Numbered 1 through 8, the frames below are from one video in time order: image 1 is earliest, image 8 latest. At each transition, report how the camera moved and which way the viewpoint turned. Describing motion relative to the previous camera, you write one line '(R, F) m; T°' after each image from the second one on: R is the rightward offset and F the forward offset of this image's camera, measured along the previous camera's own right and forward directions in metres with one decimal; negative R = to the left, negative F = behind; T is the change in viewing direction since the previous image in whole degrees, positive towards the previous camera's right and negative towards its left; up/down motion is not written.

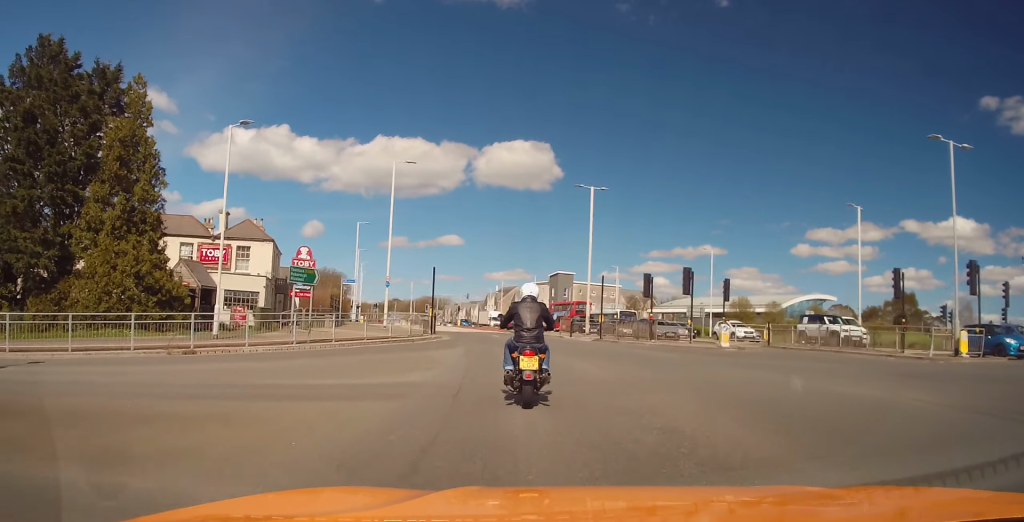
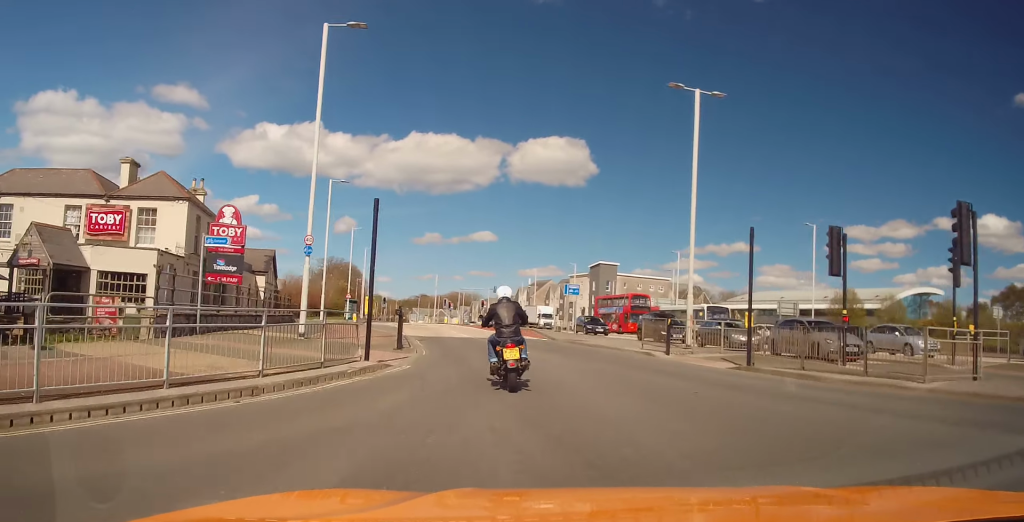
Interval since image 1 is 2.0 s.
(-0.7, +19.4) m; -4°
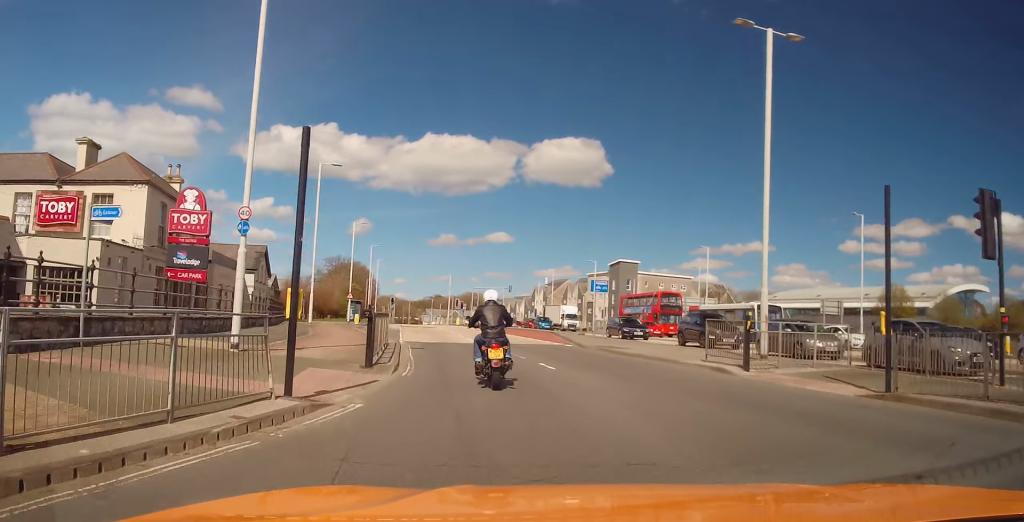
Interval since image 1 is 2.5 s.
(0.0, +5.8) m; -2°
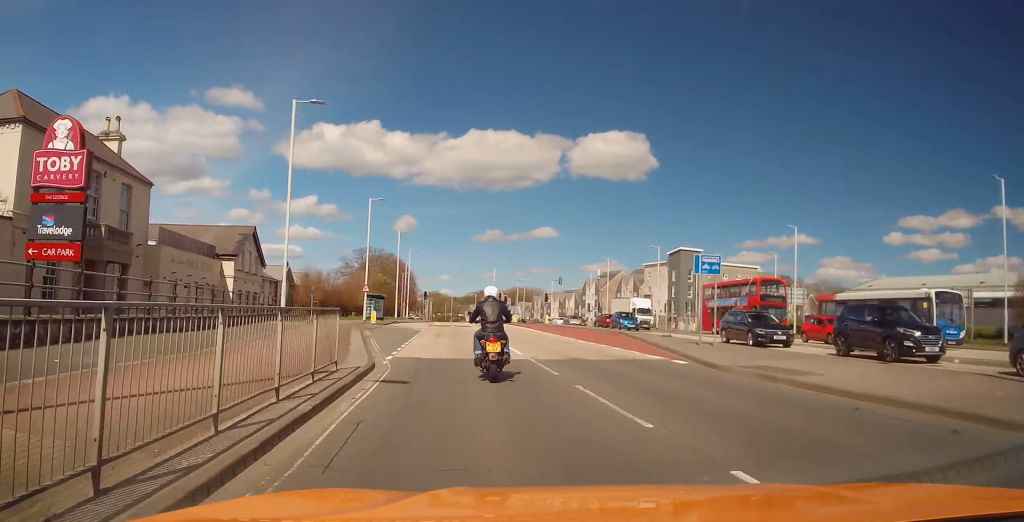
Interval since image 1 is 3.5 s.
(-0.5, +11.7) m; -4°
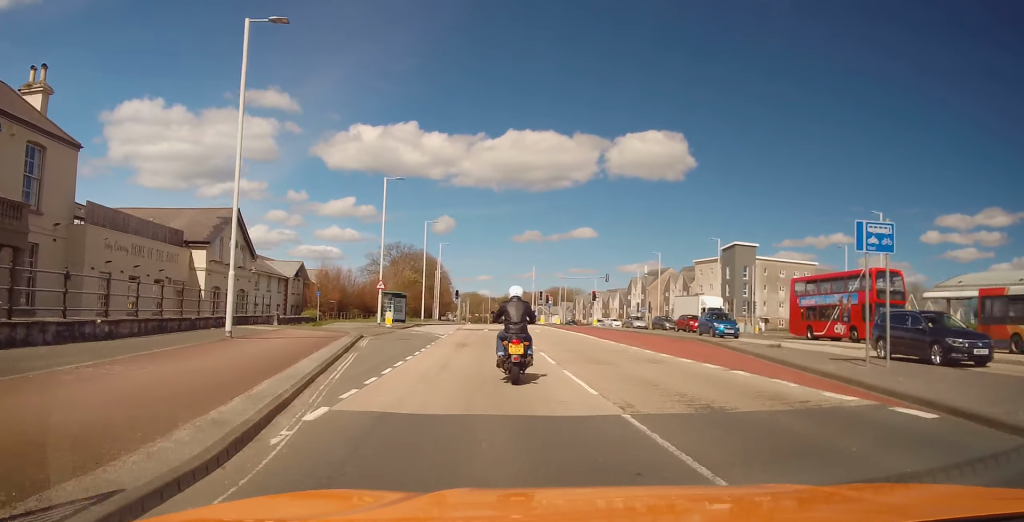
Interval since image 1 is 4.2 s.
(-0.2, +8.7) m; -3°
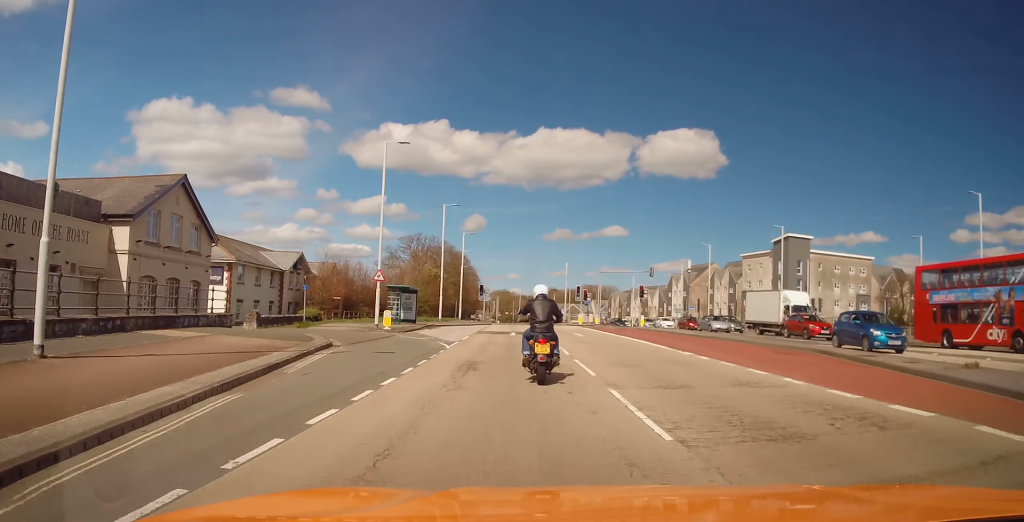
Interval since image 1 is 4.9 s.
(-0.2, +9.2) m; -1°
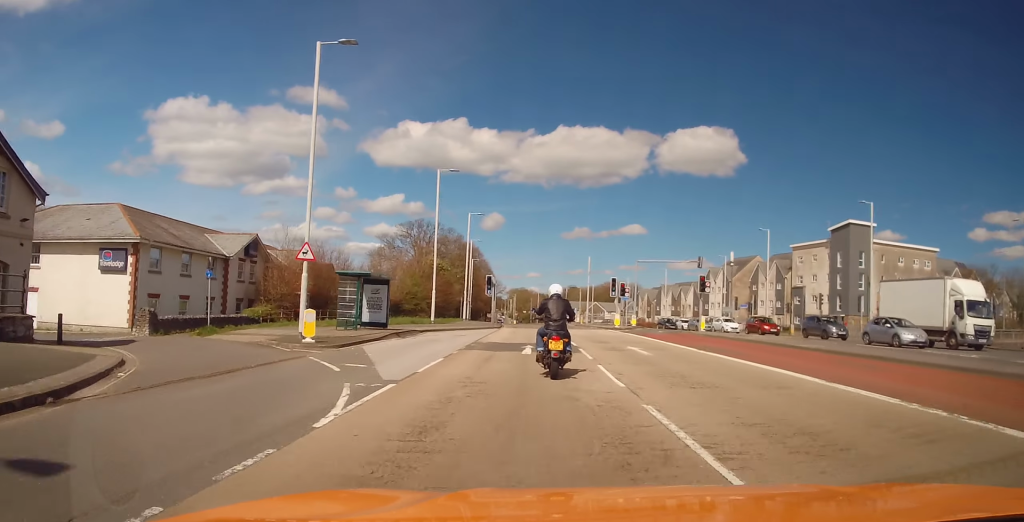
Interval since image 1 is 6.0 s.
(-0.1, +13.7) m; -1°
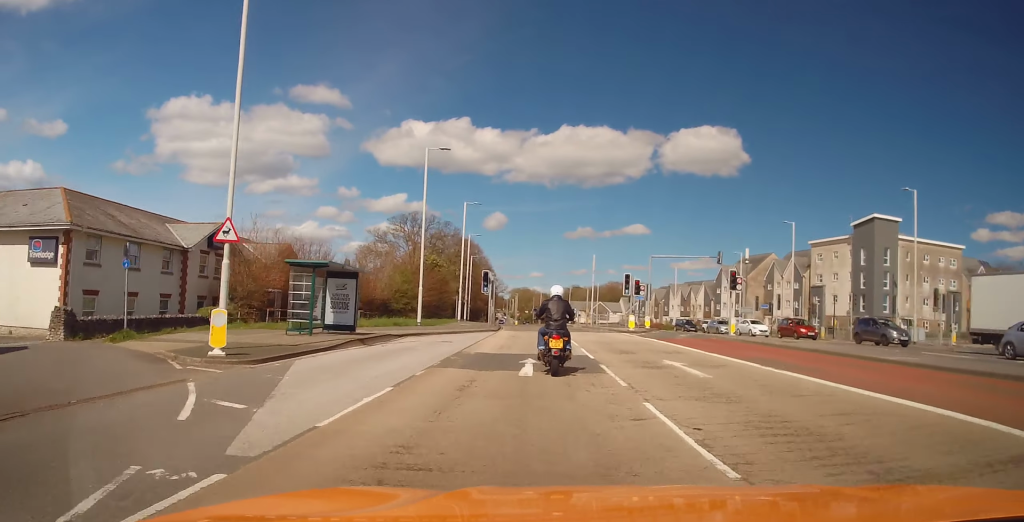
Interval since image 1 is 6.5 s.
(0.0, +5.8) m; 0°
